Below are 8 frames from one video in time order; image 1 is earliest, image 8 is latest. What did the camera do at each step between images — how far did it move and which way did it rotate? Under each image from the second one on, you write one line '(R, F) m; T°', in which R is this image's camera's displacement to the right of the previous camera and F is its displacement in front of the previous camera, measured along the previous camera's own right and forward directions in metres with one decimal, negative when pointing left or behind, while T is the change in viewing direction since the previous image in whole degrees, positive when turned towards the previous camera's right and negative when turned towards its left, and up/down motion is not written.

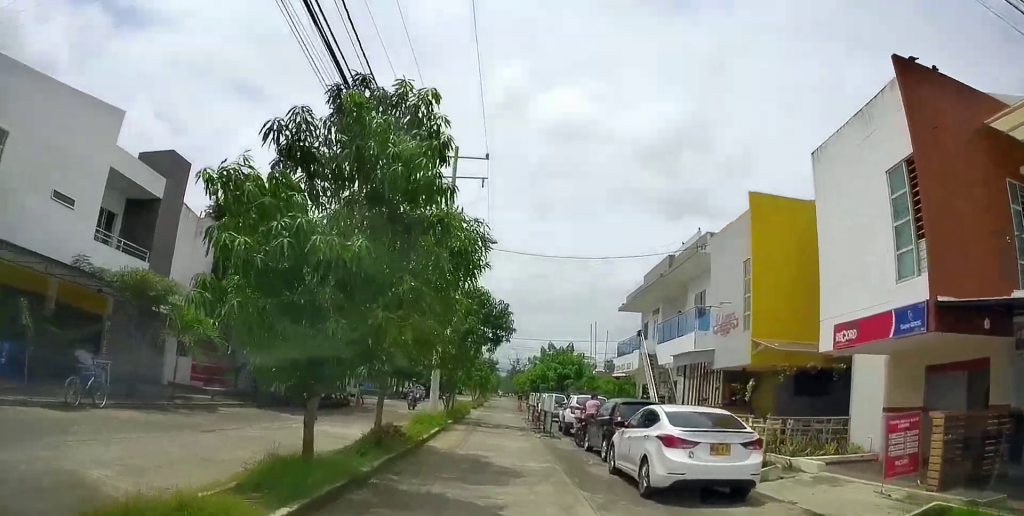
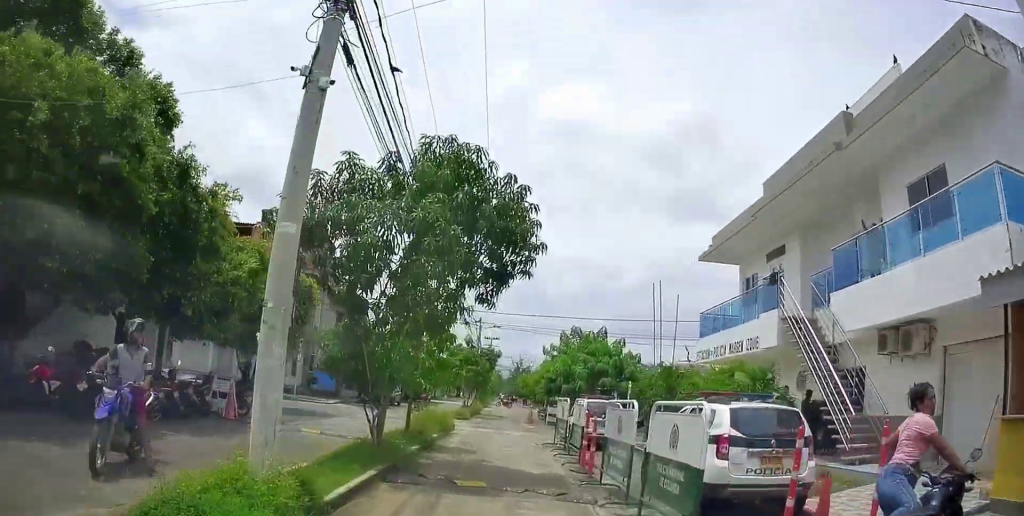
(0.0, +15.2) m; 0°
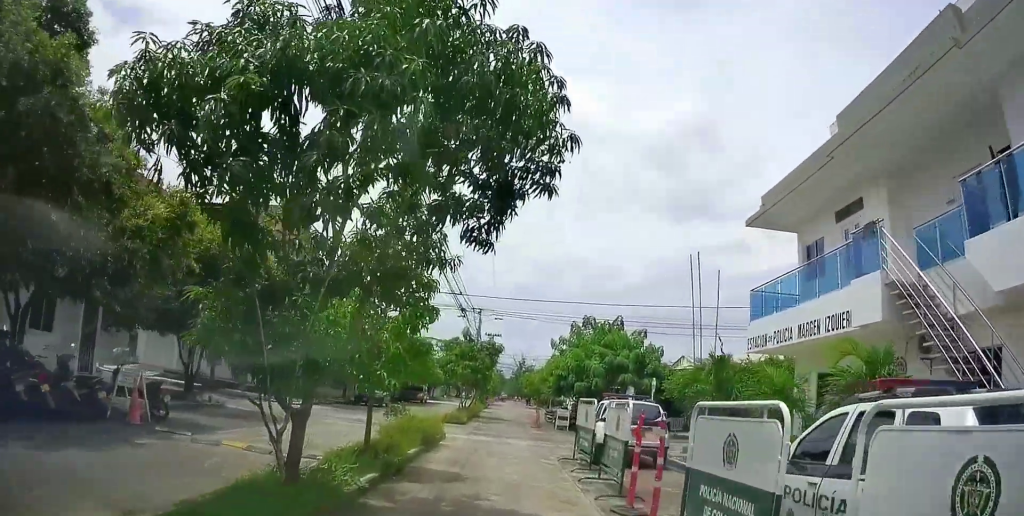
(0.0, +4.9) m; -2°
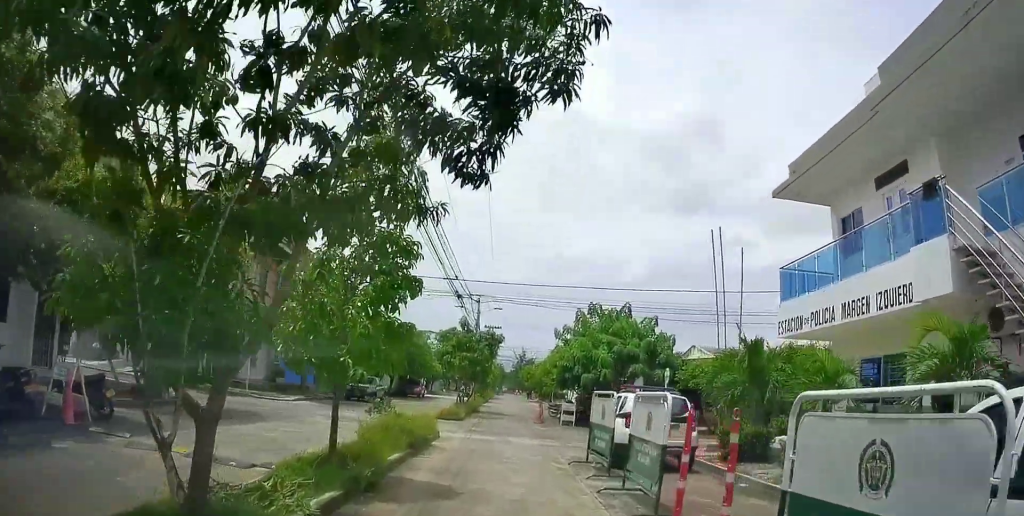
(+0.1, +2.4) m; -2°
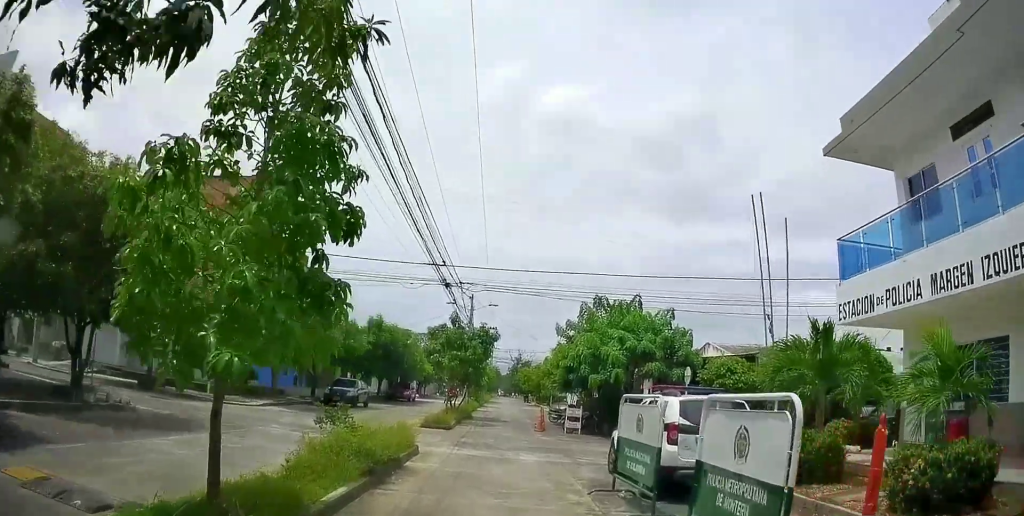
(-0.2, +3.8) m; +2°
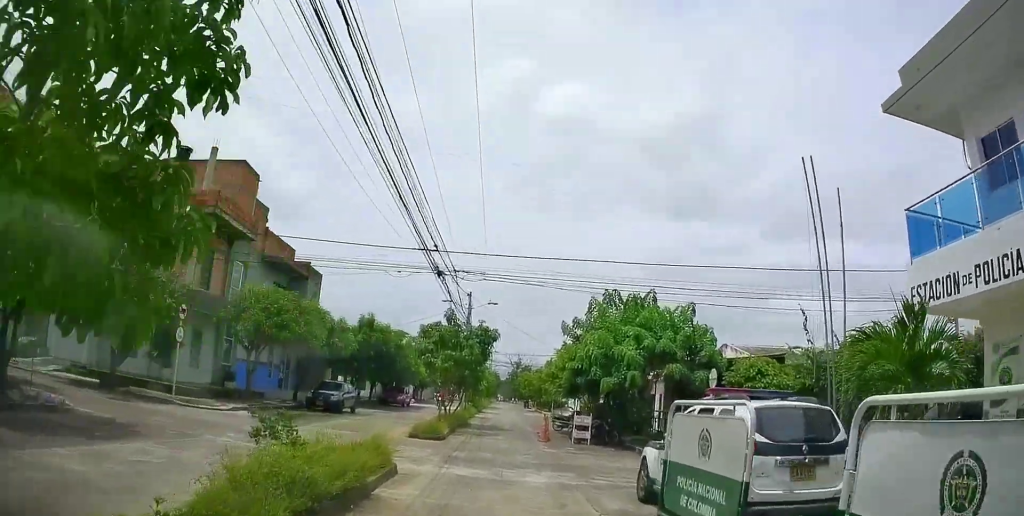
(+0.1, +2.8) m; +1°
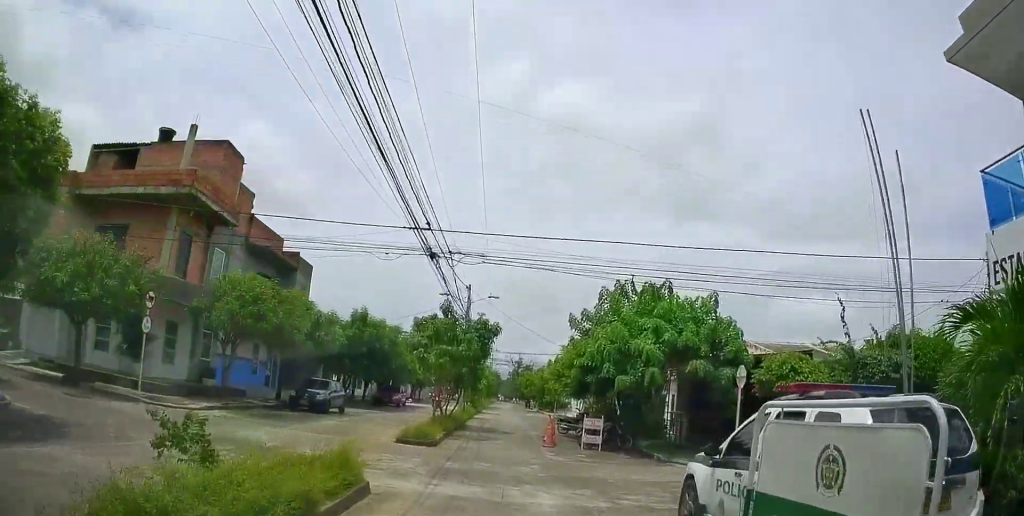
(+0.3, +2.1) m; 0°
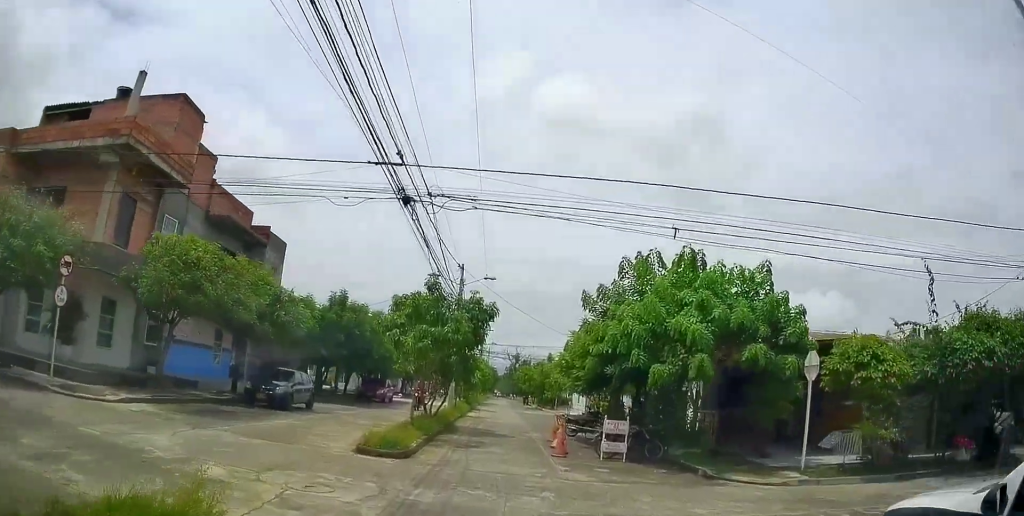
(-0.4, +3.7) m; +1°
